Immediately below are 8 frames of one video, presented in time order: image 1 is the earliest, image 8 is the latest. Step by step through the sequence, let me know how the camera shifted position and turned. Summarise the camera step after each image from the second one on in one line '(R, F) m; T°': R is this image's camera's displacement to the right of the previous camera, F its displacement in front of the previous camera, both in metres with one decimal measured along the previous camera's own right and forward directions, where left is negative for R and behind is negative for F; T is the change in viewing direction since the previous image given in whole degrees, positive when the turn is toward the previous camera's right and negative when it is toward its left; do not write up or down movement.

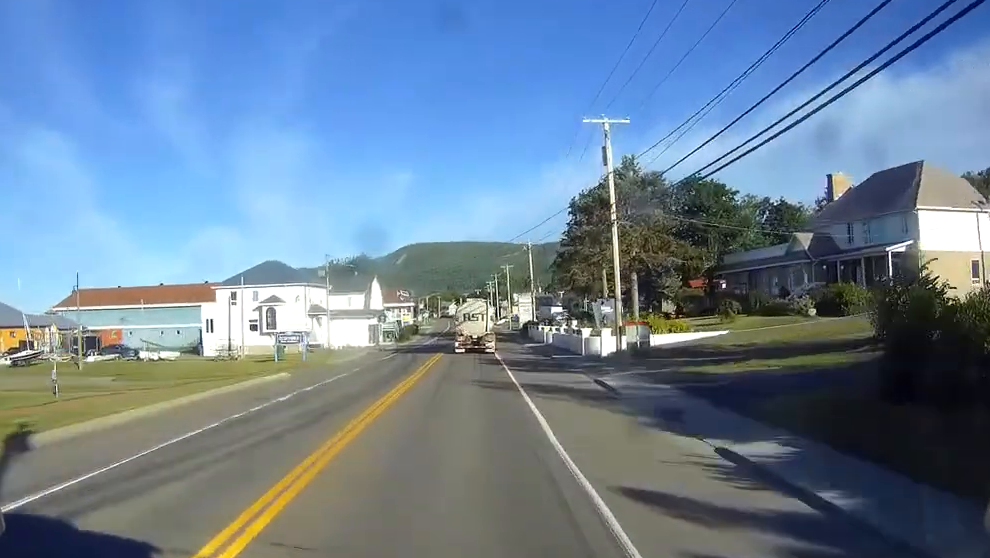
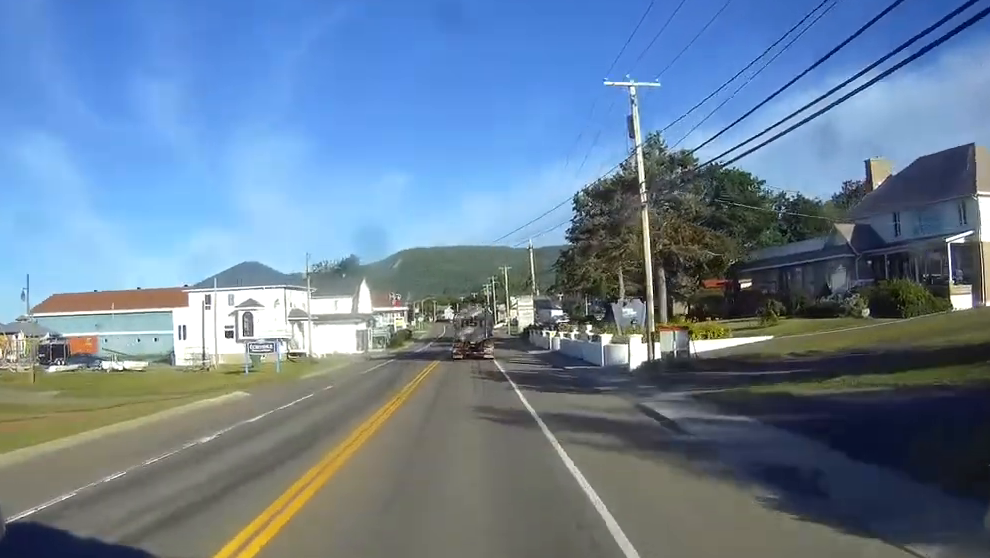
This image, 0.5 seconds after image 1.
(0.0, +7.9) m; 0°
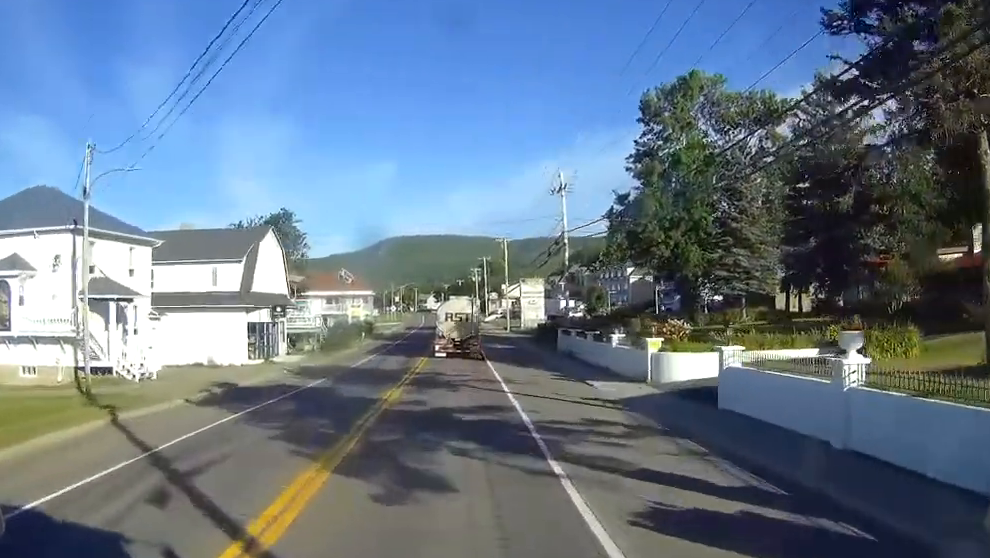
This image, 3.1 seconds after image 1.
(+0.4, +41.6) m; +1°
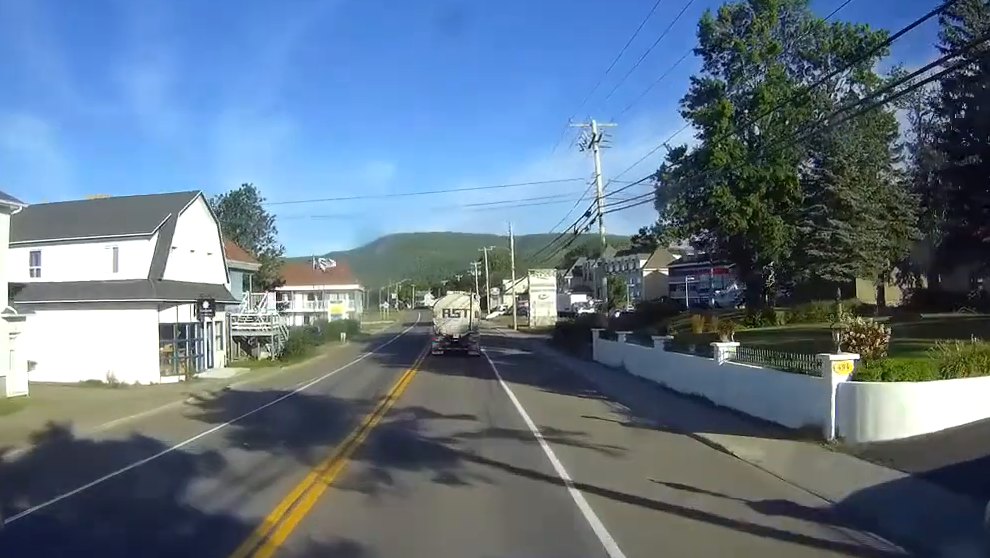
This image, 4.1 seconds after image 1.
(0.0, +15.0) m; 0°
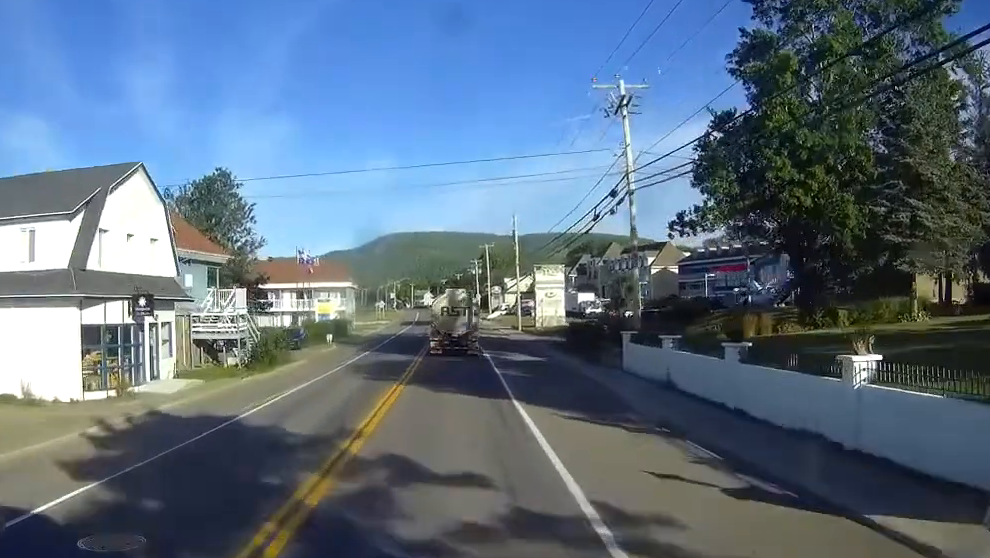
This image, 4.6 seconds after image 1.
(0.0, +7.7) m; 0°
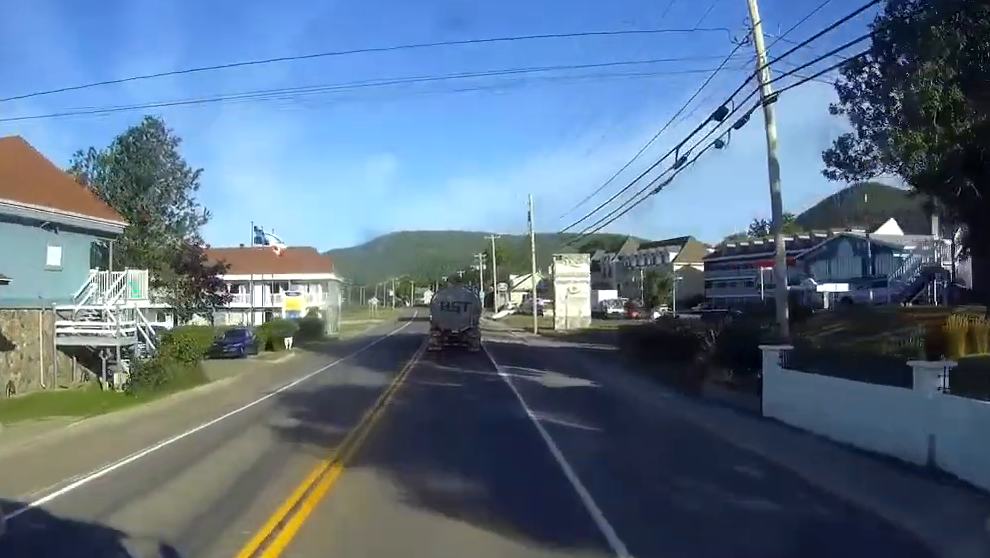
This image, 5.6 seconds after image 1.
(-0.1, +15.7) m; -1°
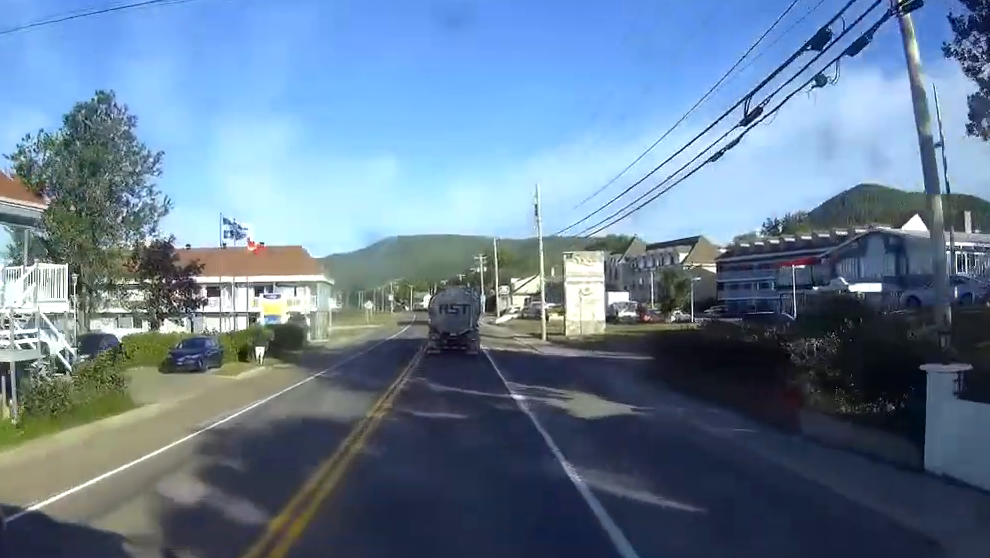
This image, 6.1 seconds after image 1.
(0.0, +7.0) m; 0°
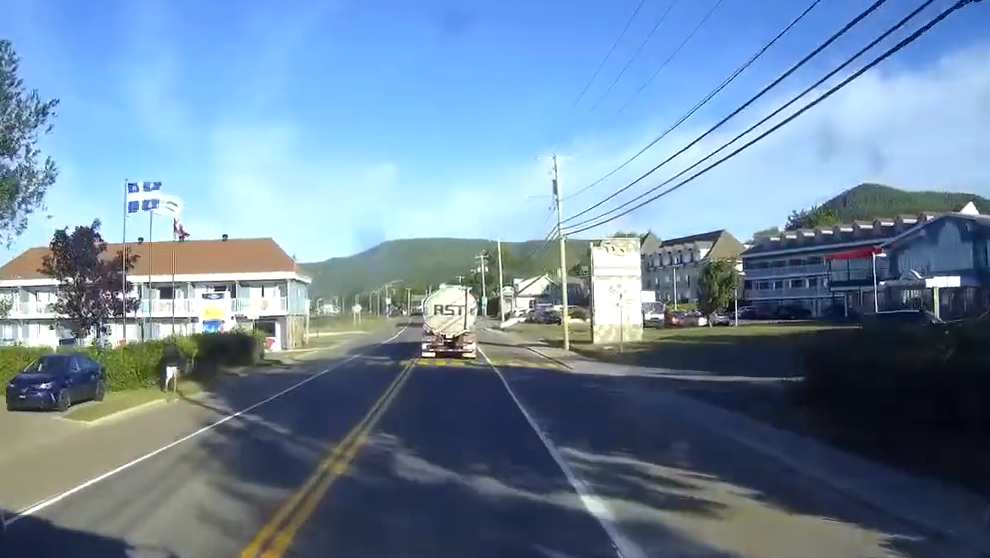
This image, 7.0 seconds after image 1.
(0.0, +13.4) m; 0°
